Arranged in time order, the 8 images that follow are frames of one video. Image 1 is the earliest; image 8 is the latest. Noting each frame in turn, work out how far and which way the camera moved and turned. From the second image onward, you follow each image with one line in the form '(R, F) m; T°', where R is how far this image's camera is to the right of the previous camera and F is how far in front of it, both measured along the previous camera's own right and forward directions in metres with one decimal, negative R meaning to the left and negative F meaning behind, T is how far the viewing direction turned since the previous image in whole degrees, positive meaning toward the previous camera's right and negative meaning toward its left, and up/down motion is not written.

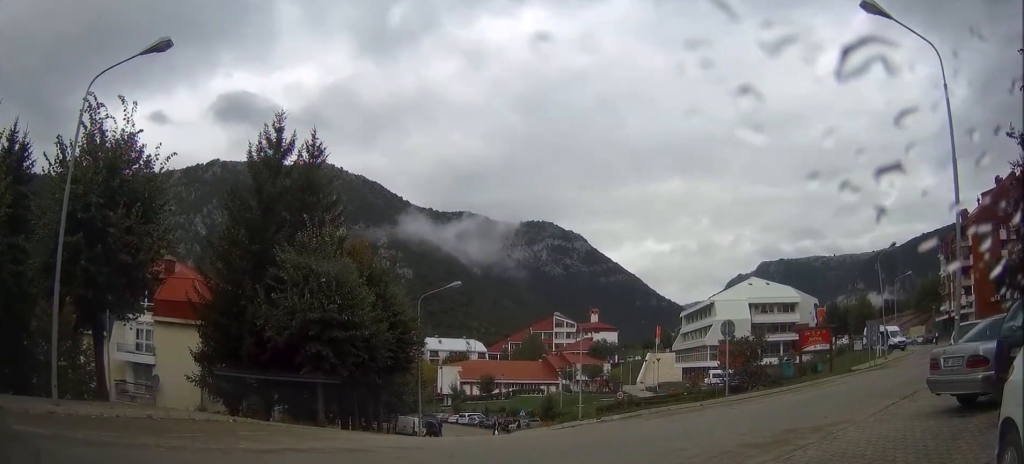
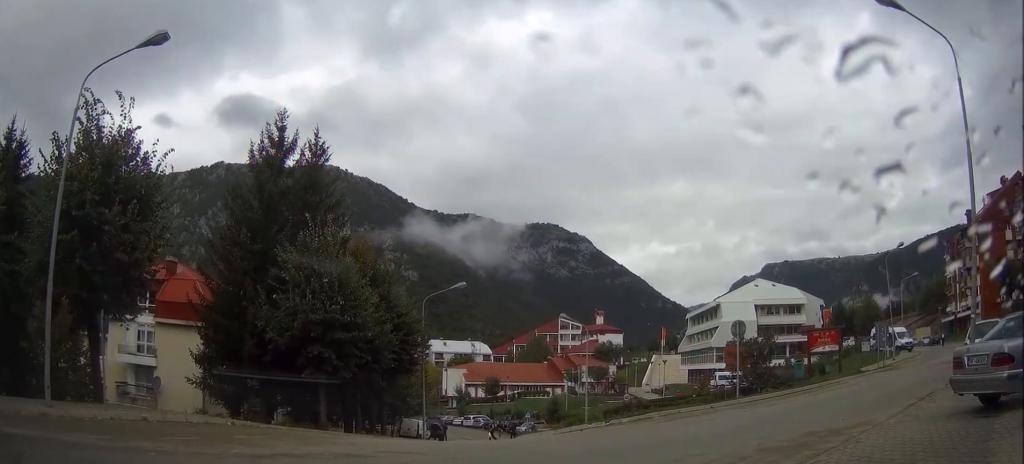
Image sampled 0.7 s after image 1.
(-0.1, +0.7) m; 0°
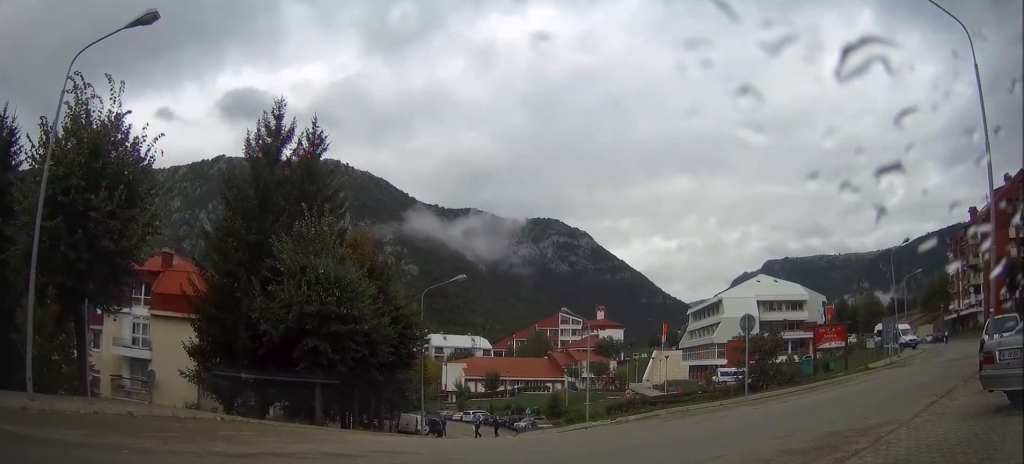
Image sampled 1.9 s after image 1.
(-0.2, +1.1) m; 0°
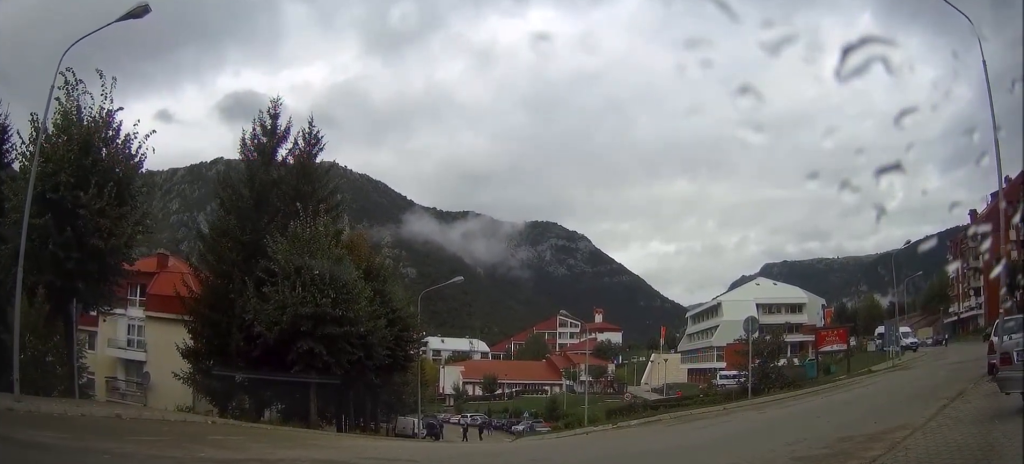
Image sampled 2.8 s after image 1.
(0.0, +0.7) m; 0°
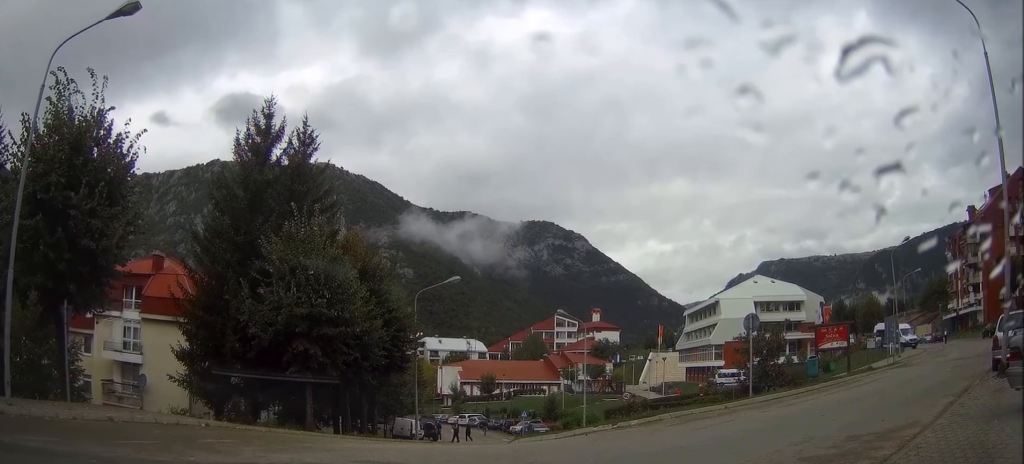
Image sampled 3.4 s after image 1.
(0.0, +0.5) m; 0°
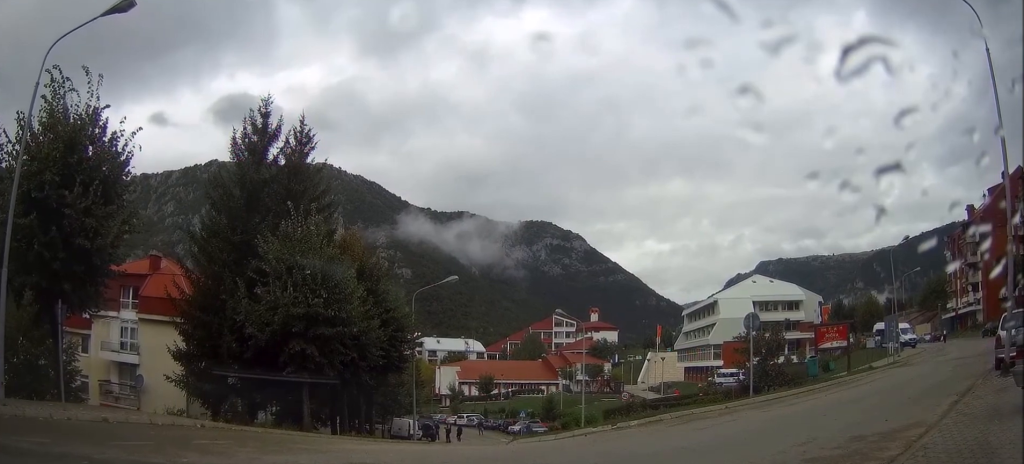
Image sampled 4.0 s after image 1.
(0.0, +0.3) m; 0°
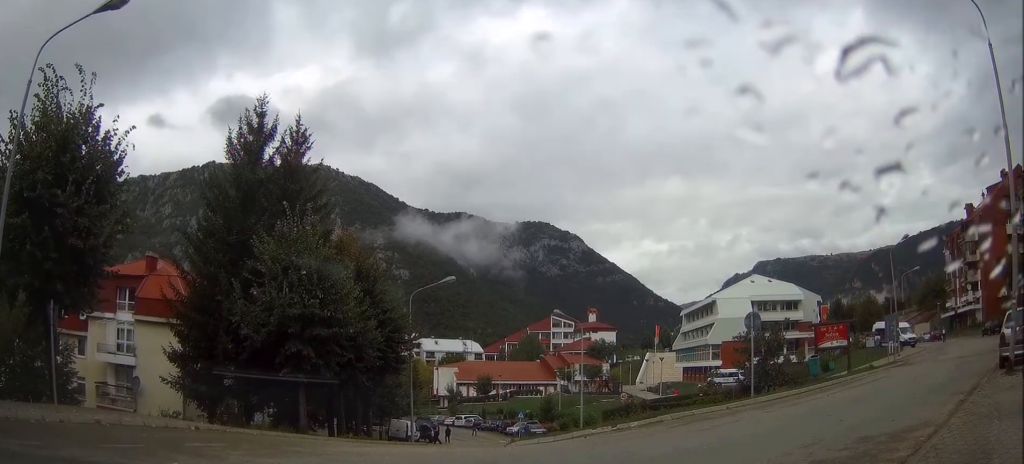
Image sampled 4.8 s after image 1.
(+0.1, +0.4) m; 0°
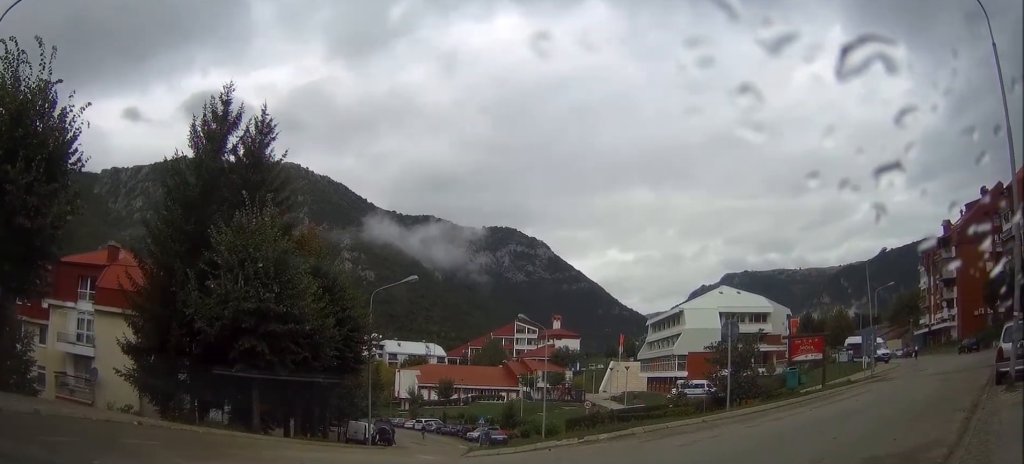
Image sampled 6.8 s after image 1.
(+0.1, +1.5) m; +3°
